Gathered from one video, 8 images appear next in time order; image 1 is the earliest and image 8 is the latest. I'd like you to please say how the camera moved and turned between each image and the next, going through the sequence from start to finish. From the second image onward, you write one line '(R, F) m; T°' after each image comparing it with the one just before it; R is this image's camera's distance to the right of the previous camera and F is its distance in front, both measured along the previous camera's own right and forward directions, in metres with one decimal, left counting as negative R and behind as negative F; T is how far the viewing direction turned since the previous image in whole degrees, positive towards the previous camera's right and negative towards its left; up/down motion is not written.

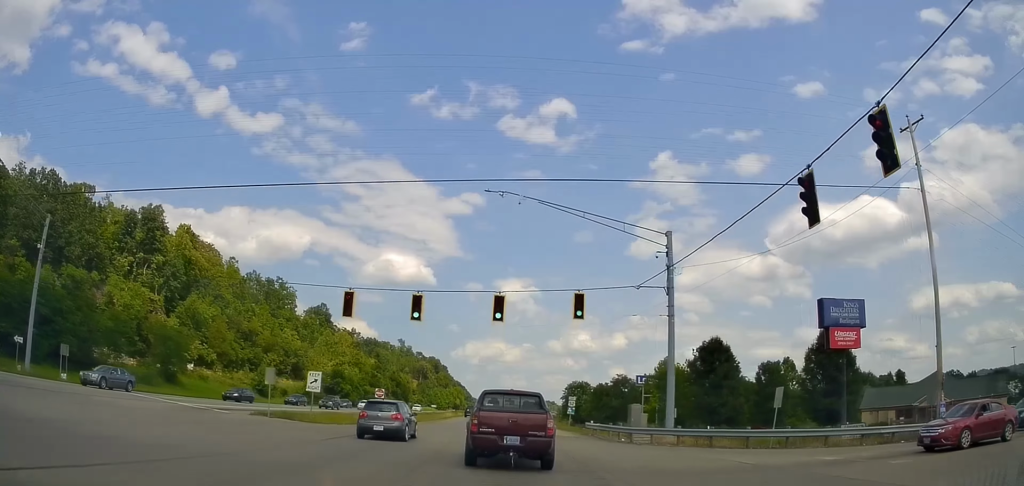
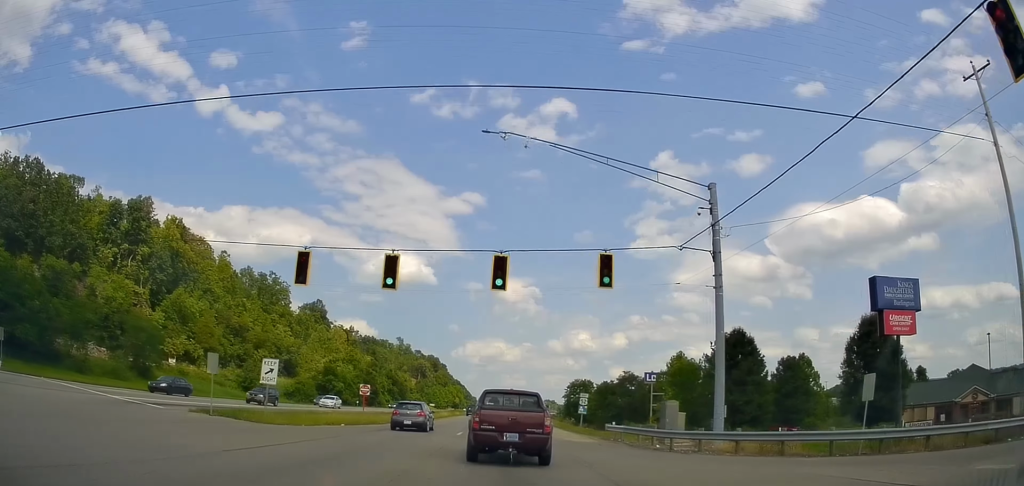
(+0.4, +7.4) m; 0°
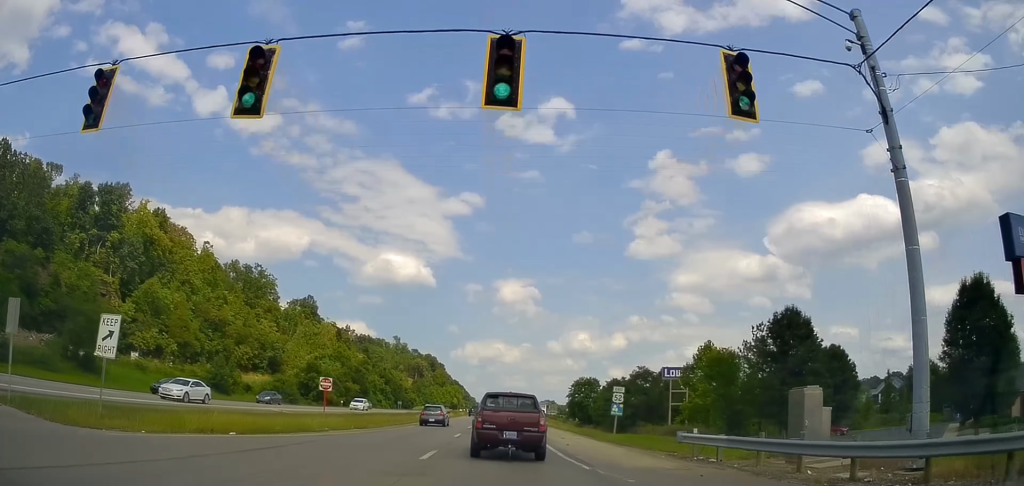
(-0.4, +13.2) m; +1°
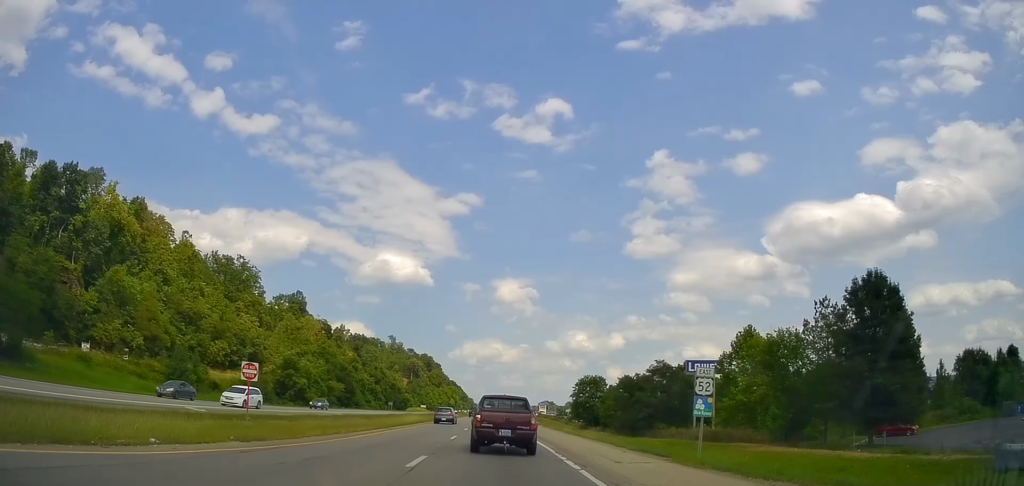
(+0.8, +14.4) m; +1°
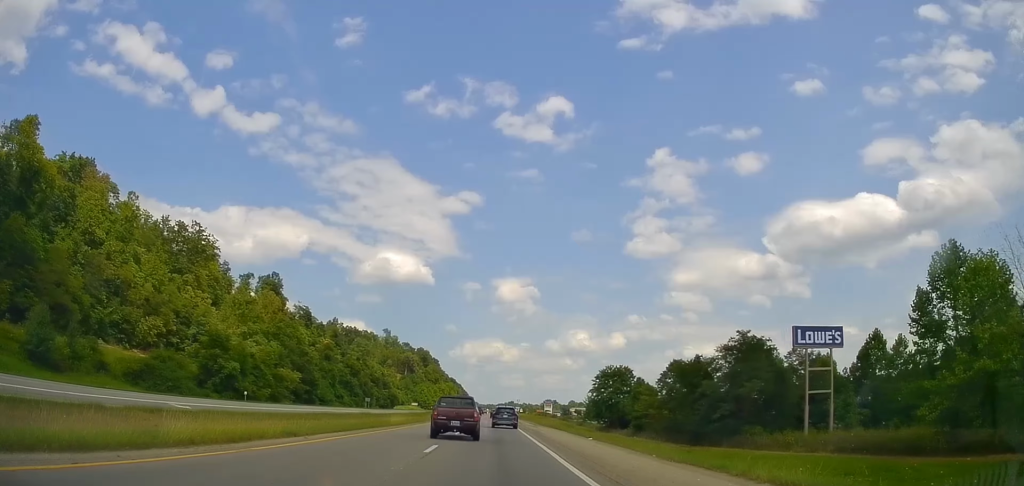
(-1.1, +34.7) m; -3°
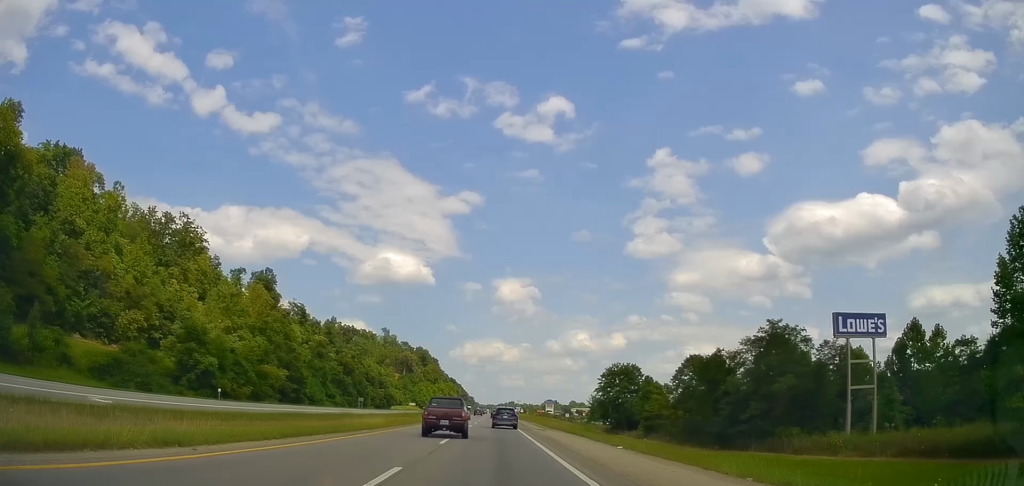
(-0.2, +7.8) m; 0°
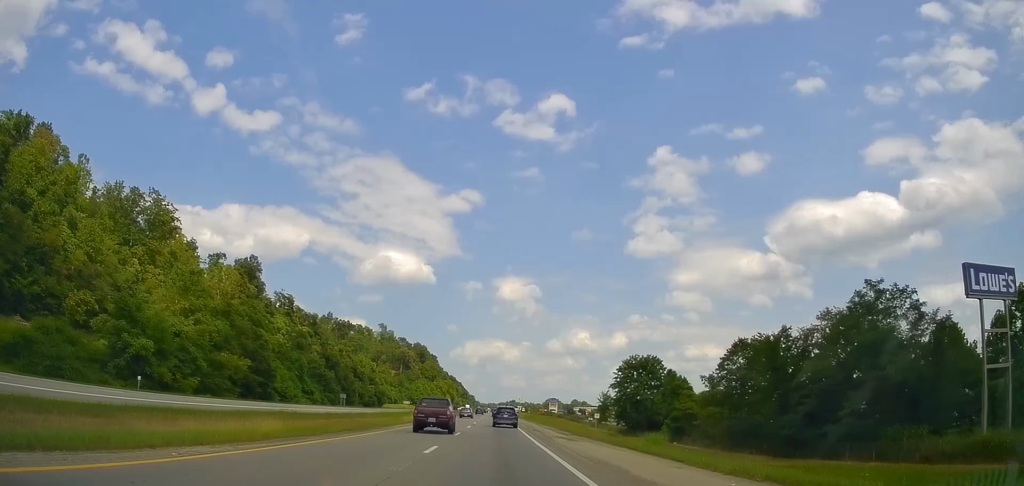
(0.0, +17.6) m; +1°
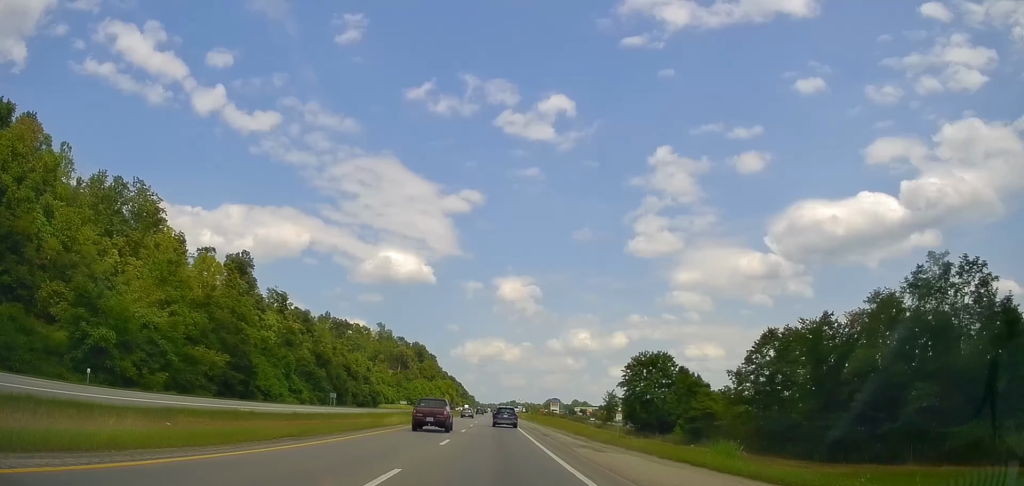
(0.0, +7.9) m; 0°
